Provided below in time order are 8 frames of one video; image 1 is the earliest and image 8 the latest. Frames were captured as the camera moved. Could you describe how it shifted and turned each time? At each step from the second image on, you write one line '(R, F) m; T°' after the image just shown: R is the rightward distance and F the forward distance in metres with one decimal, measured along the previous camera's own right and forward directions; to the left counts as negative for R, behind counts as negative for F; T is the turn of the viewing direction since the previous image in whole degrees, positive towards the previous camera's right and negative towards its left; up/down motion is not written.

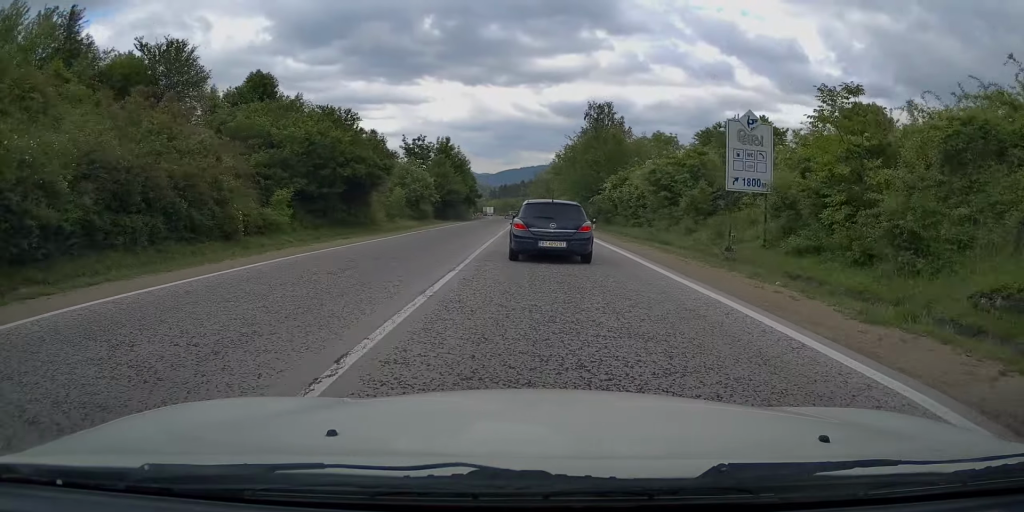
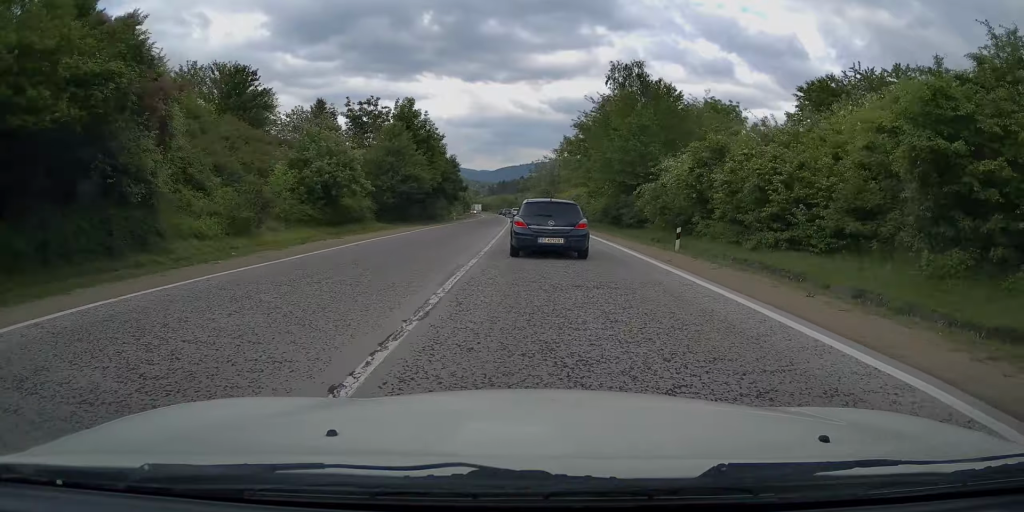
(-0.3, +24.4) m; -1°
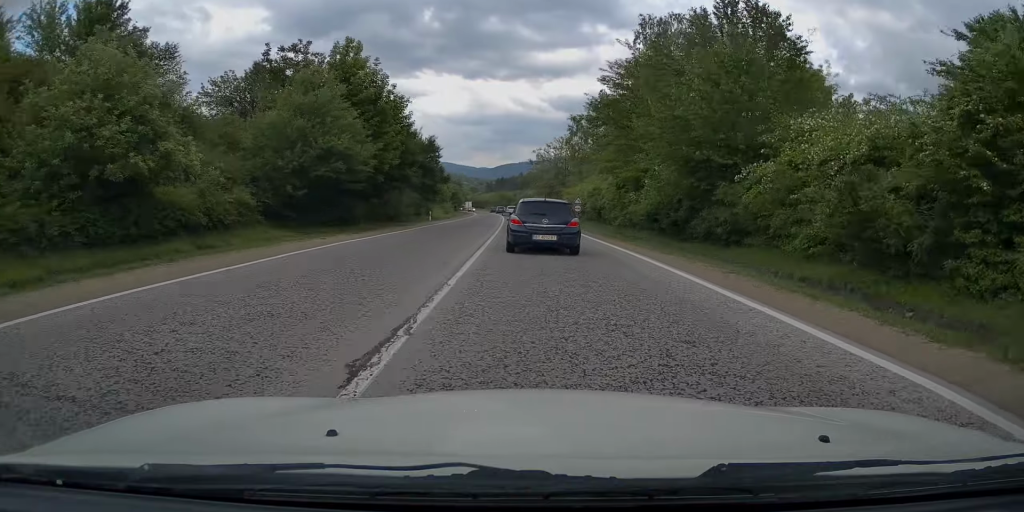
(+0.1, +17.1) m; +1°
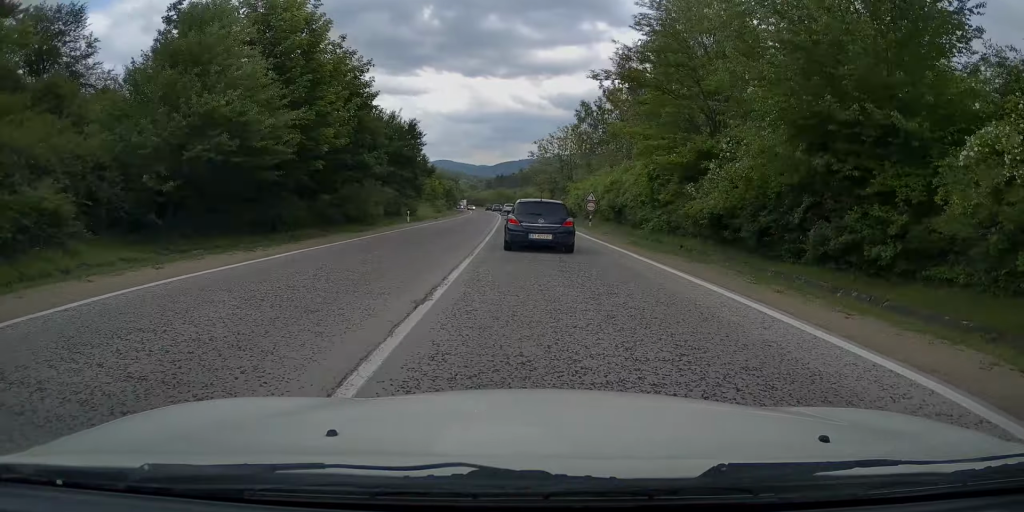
(+0.1, +10.0) m; 0°
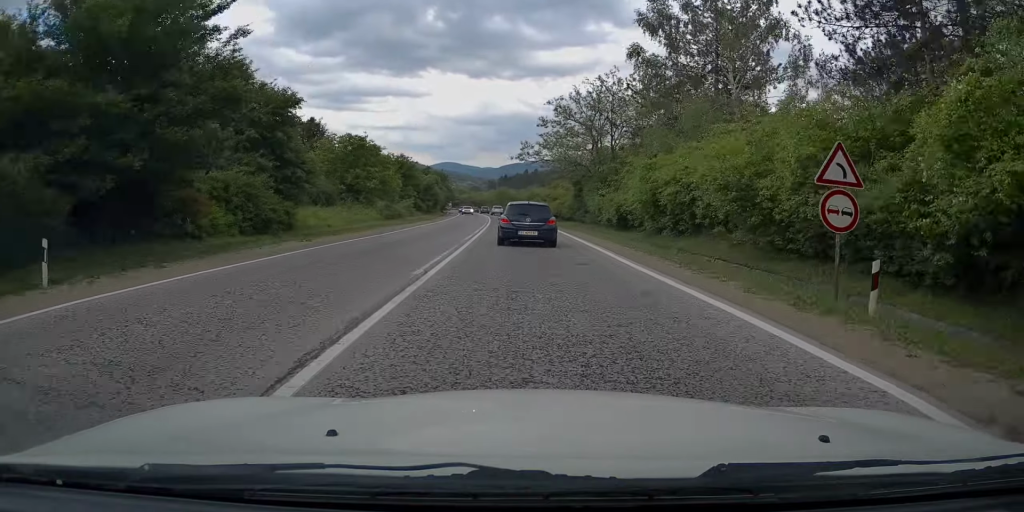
(-0.1, +33.4) m; -1°
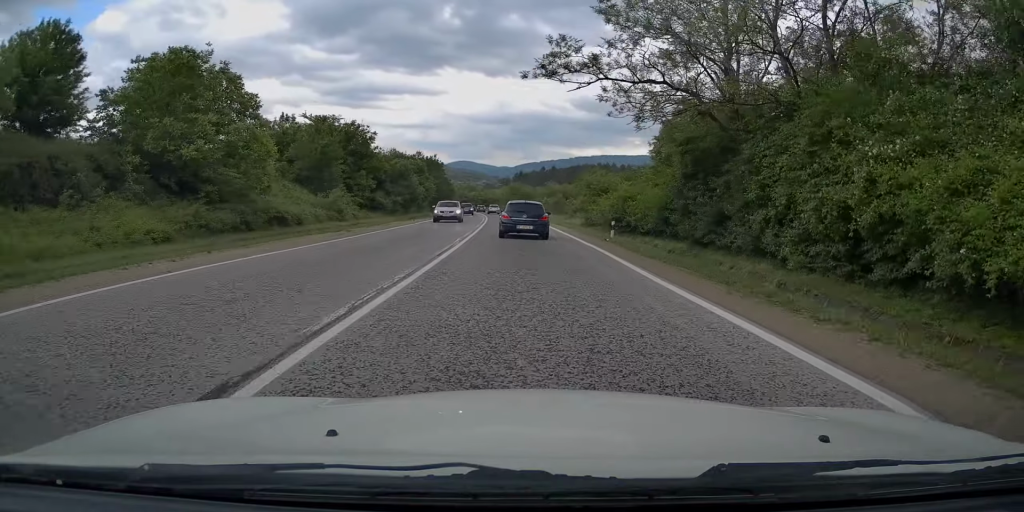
(-0.5, +31.9) m; -2°
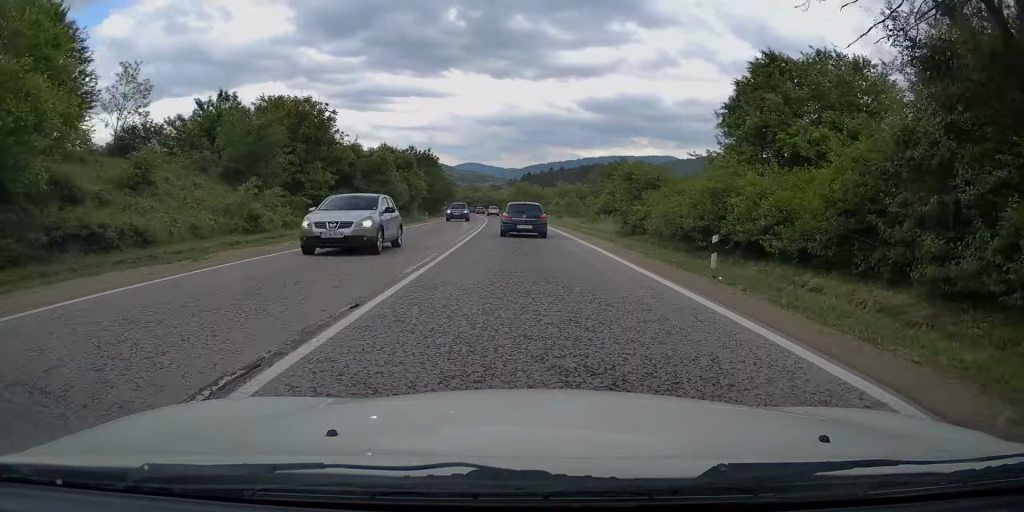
(-0.1, +13.5) m; 0°
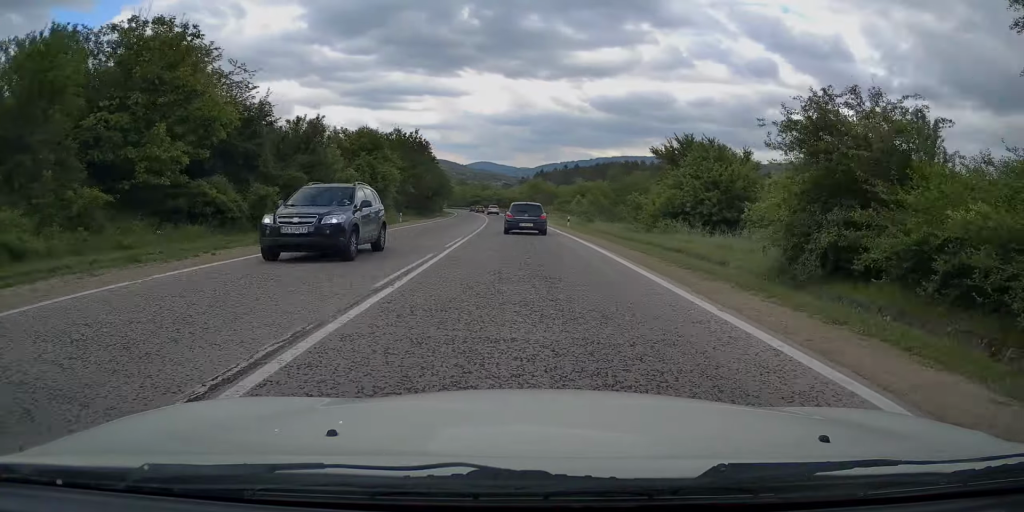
(0.0, +19.2) m; -1°
